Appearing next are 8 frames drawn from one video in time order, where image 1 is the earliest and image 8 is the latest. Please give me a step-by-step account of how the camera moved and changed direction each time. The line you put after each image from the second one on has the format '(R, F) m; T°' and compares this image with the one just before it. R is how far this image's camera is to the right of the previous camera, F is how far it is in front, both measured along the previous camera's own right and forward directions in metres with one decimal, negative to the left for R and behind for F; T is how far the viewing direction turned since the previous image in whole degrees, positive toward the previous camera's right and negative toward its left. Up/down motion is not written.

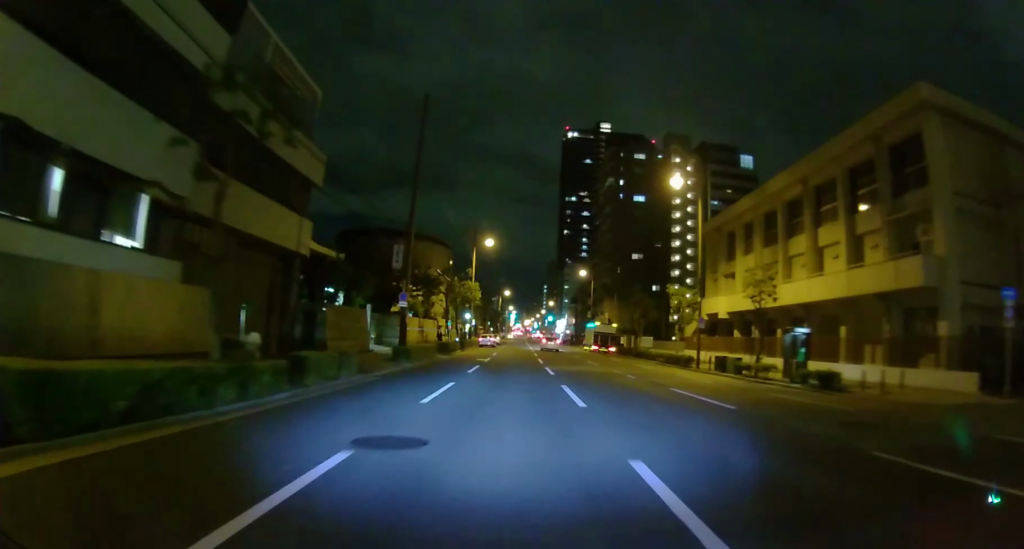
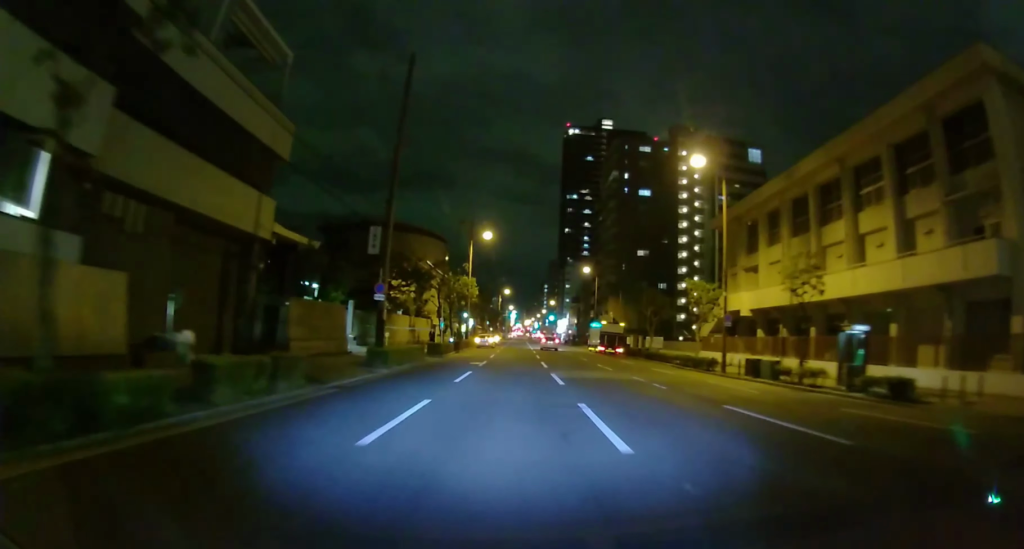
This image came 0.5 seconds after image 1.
(0.0, +5.2) m; 0°
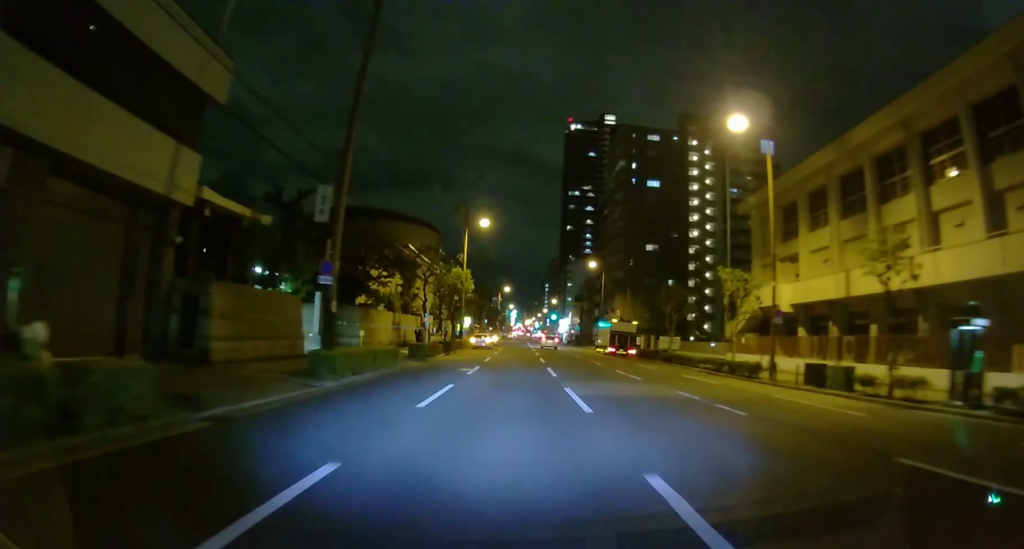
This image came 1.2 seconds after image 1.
(0.0, +6.9) m; 0°
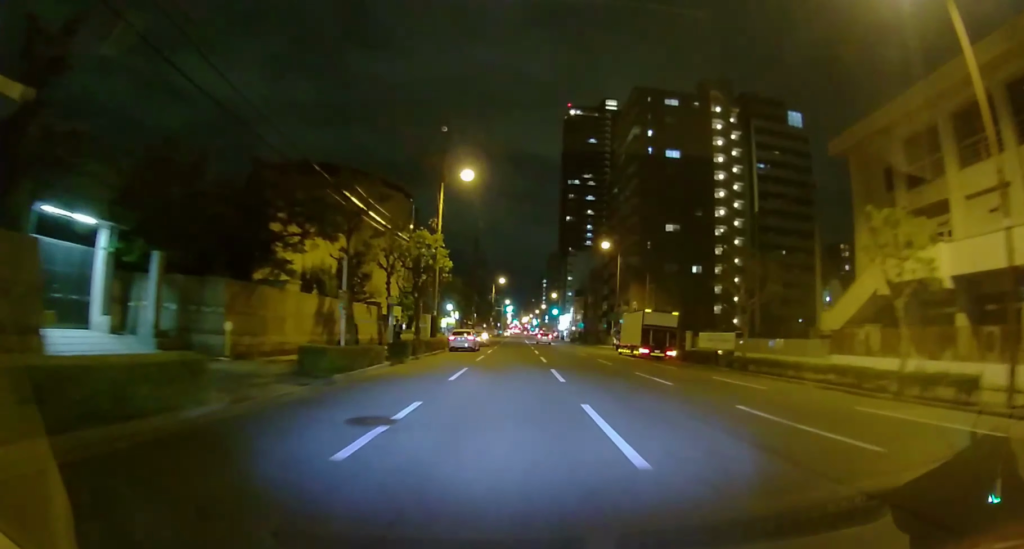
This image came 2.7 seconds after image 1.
(0.0, +14.9) m; 0°
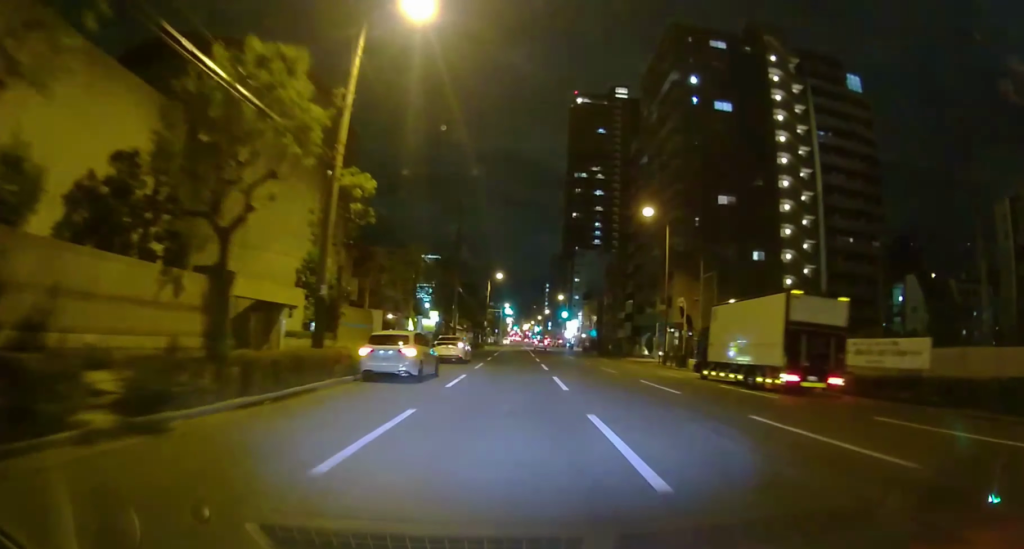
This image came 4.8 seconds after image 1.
(+0.4, +19.1) m; +4°
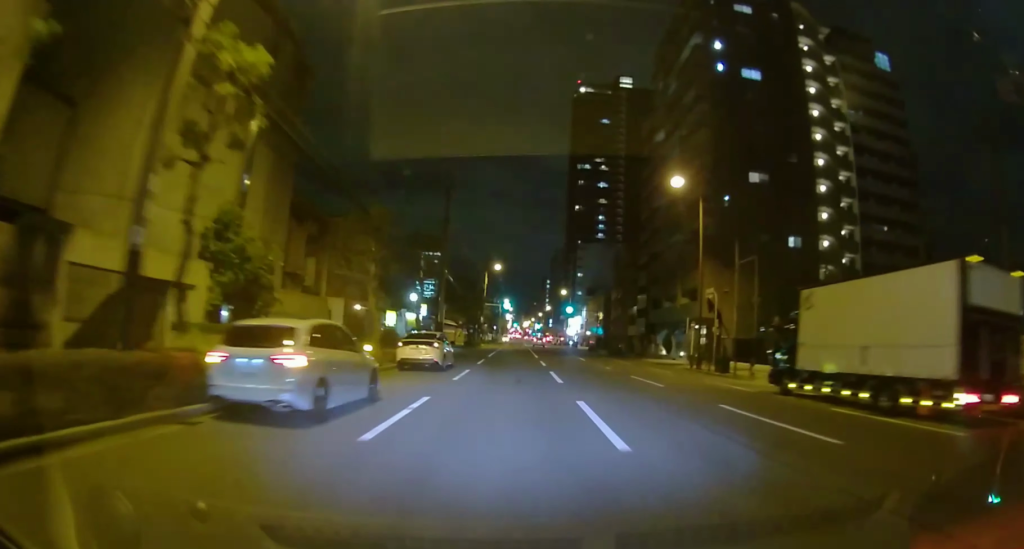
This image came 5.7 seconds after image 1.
(+0.2, +7.3) m; +1°
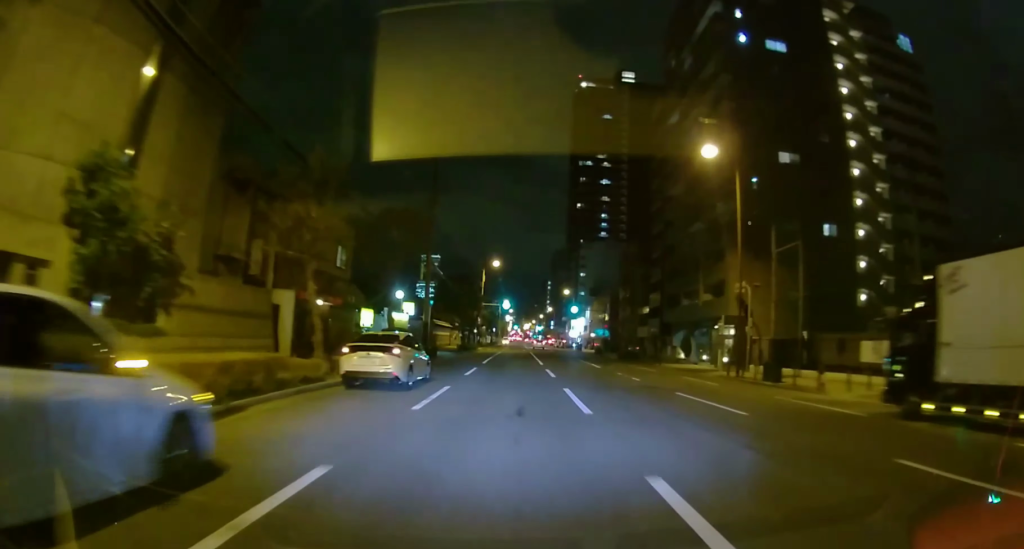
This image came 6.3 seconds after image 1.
(0.0, +5.4) m; -1°
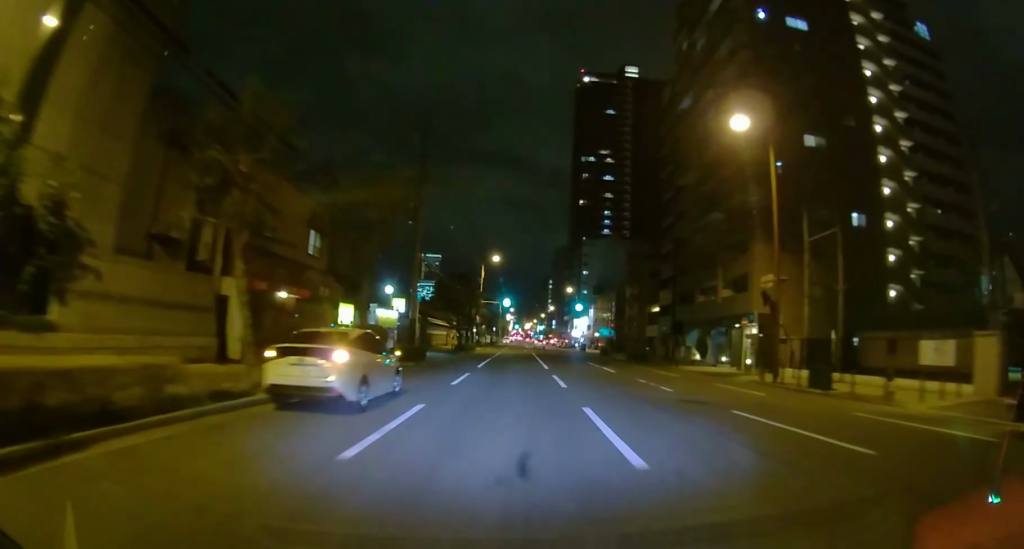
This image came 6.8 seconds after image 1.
(0.0, +4.0) m; -1°
